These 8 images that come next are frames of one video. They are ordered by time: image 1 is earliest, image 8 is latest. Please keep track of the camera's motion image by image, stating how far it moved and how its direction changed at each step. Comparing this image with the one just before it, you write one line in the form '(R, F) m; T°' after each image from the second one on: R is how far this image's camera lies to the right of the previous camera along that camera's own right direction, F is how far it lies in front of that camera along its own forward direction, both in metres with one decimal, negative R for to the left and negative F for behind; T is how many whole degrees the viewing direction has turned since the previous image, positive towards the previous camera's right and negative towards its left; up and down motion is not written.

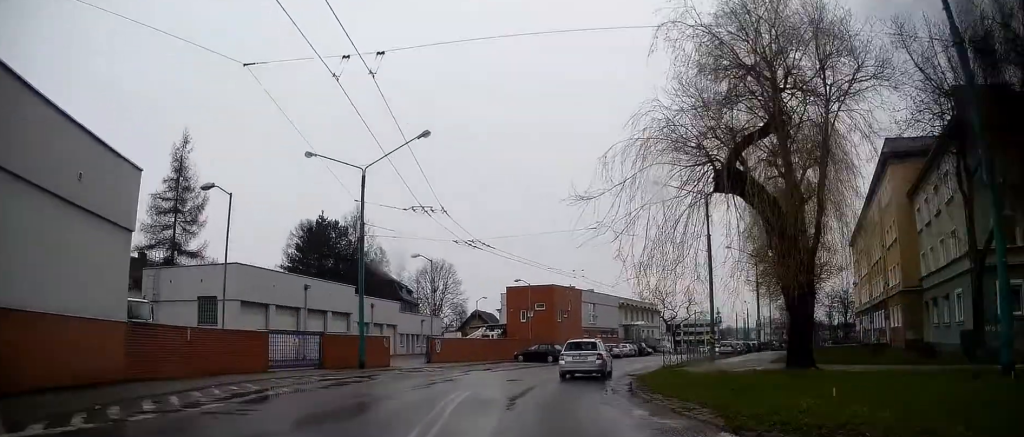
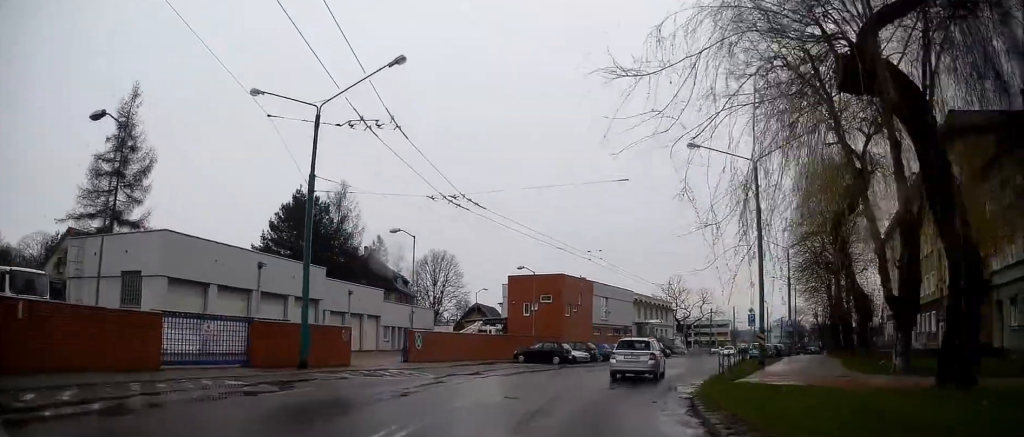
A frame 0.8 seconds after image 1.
(0.0, +7.7) m; -1°
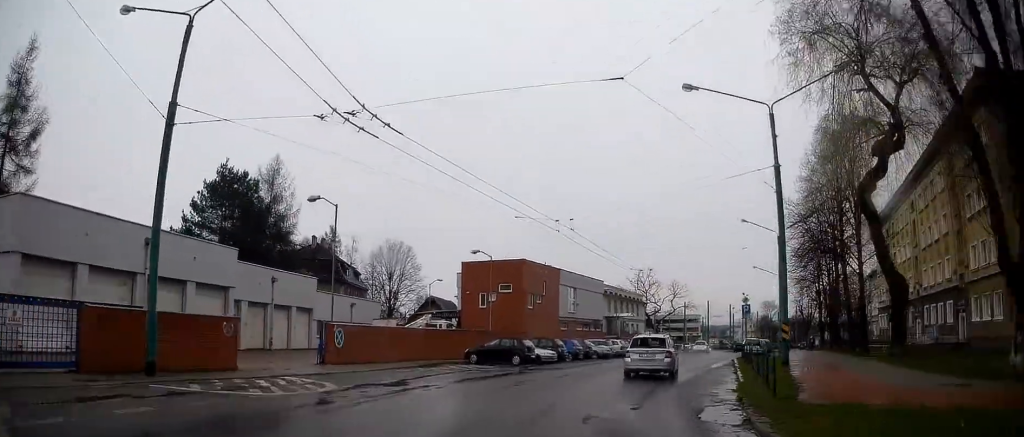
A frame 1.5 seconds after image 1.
(-0.3, +7.3) m; 0°
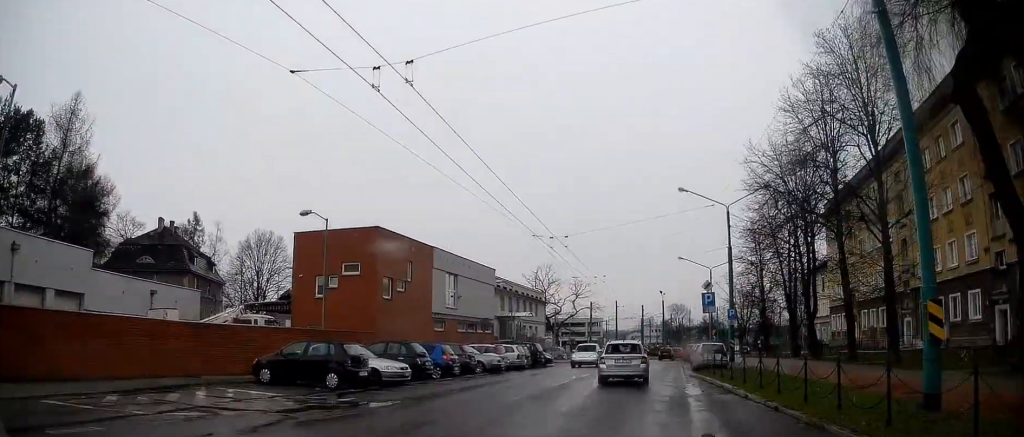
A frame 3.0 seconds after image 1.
(+1.1, +14.5) m; +9°
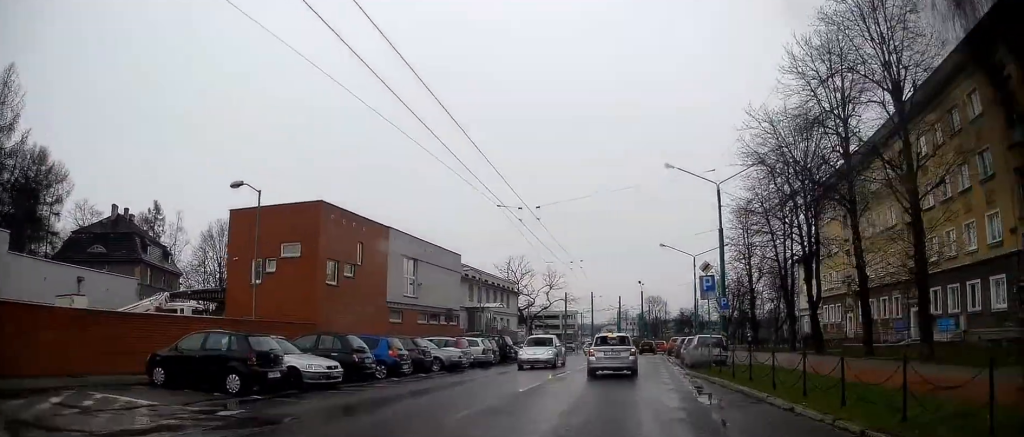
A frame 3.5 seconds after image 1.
(+0.1, +4.6) m; +3°
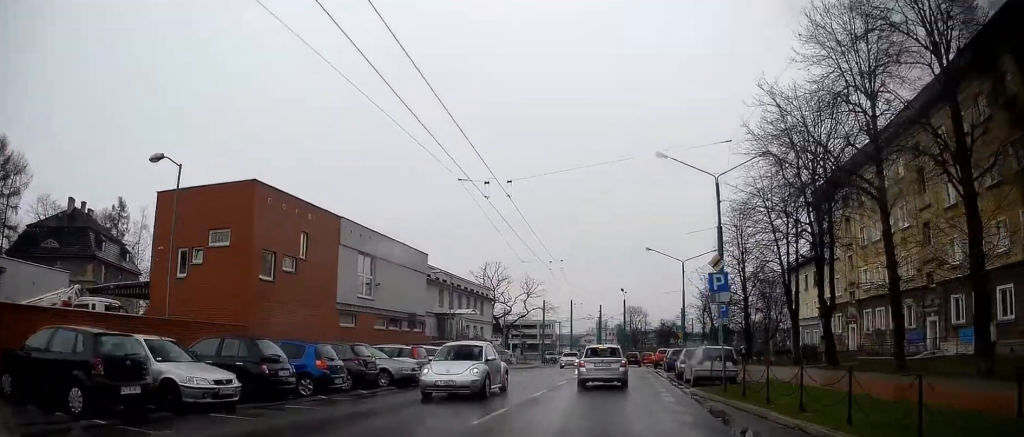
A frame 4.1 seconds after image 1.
(+0.2, +4.6) m; +3°
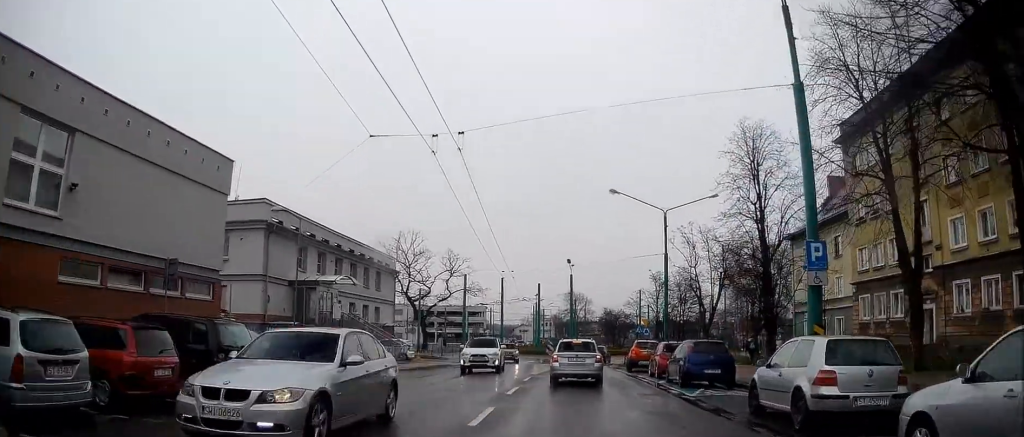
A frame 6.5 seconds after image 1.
(+1.3, +19.0) m; +5°
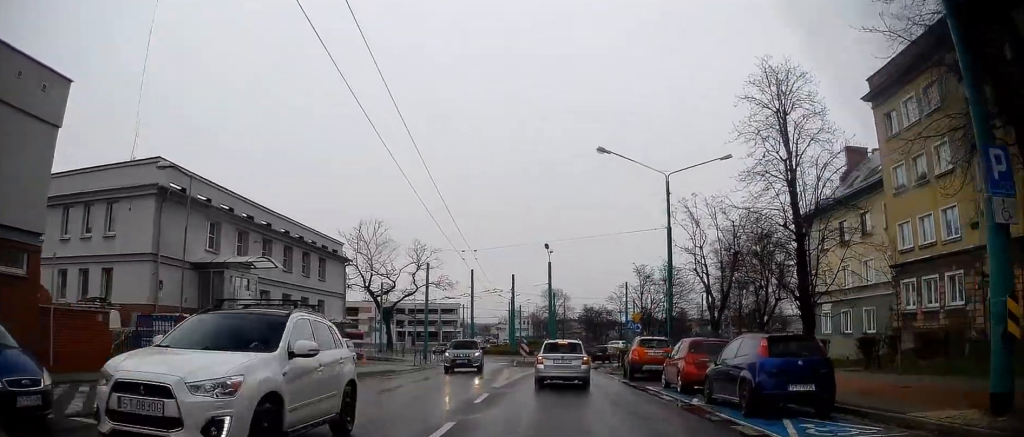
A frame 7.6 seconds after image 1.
(-0.1, +7.8) m; +2°
